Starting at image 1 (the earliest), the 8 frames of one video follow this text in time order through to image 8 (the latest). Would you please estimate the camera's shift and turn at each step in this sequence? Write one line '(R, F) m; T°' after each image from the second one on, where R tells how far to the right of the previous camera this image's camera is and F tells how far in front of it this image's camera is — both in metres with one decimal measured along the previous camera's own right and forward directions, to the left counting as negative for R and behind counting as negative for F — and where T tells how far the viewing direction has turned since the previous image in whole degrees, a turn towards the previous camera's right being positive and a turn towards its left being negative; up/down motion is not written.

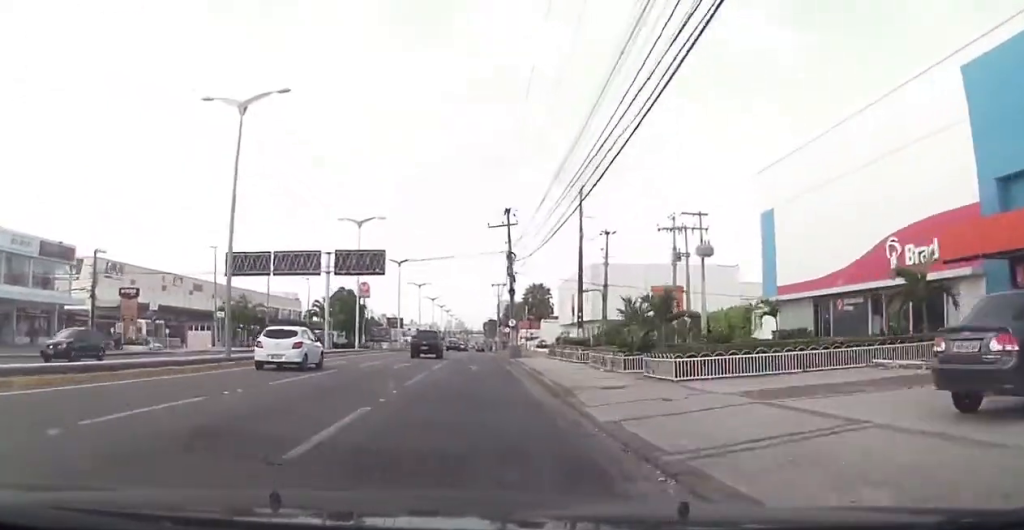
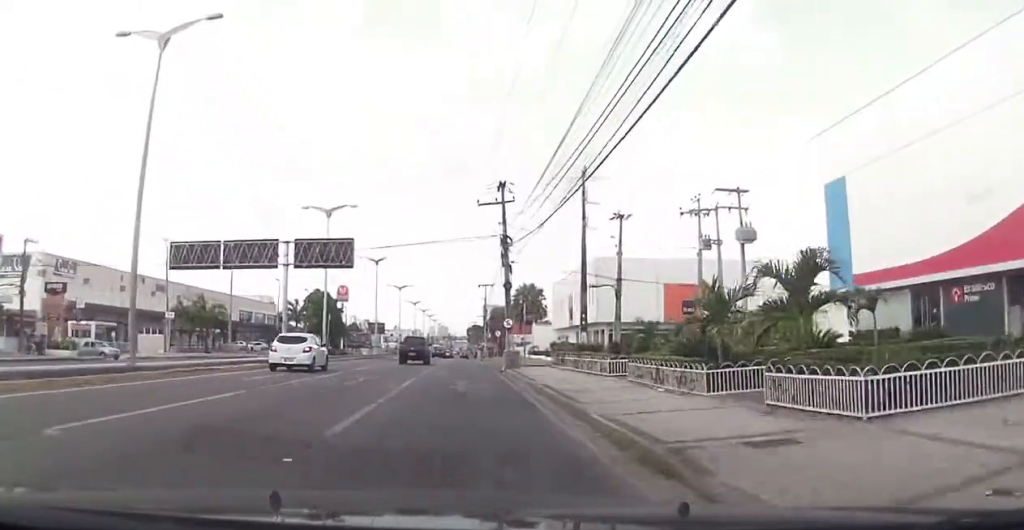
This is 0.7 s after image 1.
(+0.1, +8.8) m; +2°
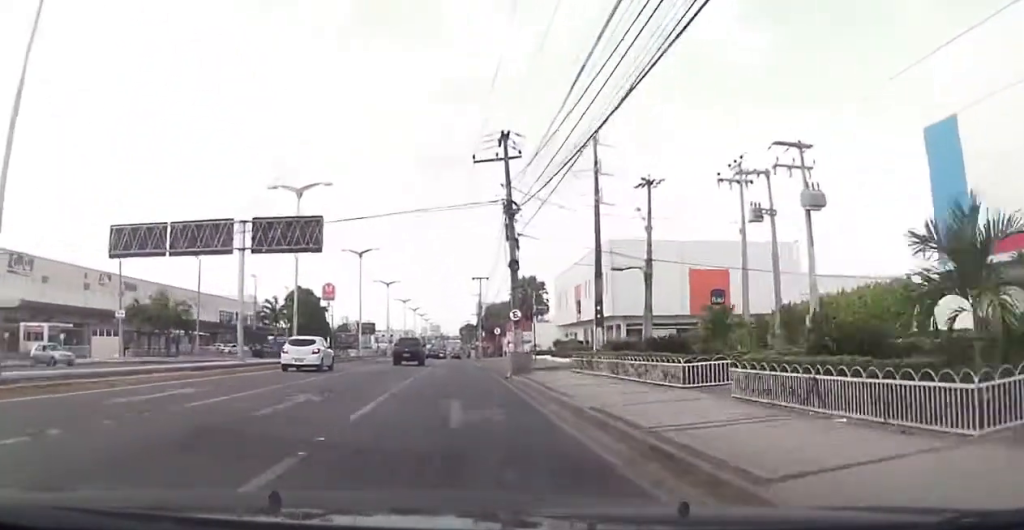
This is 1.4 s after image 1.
(+0.3, +8.1) m; +2°
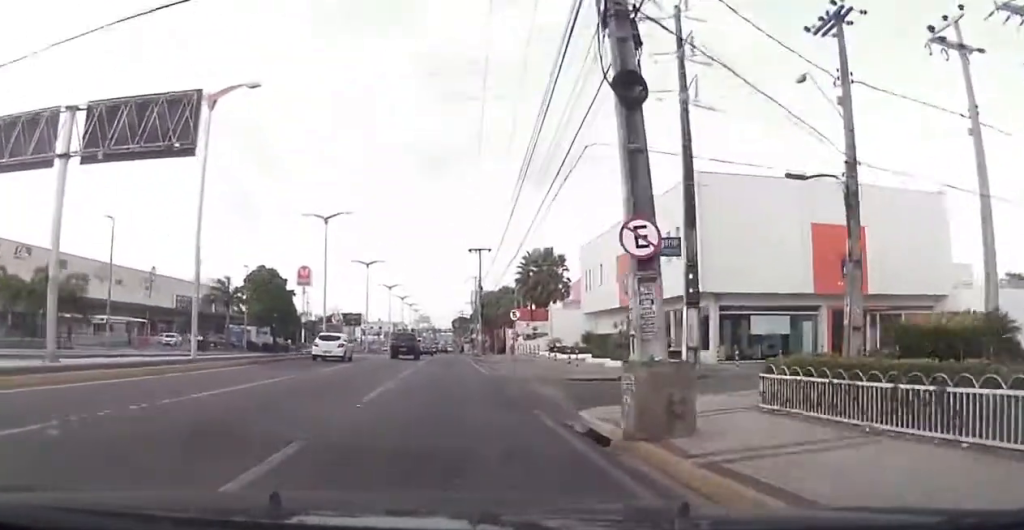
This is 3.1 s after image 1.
(-0.1, +18.6) m; +1°
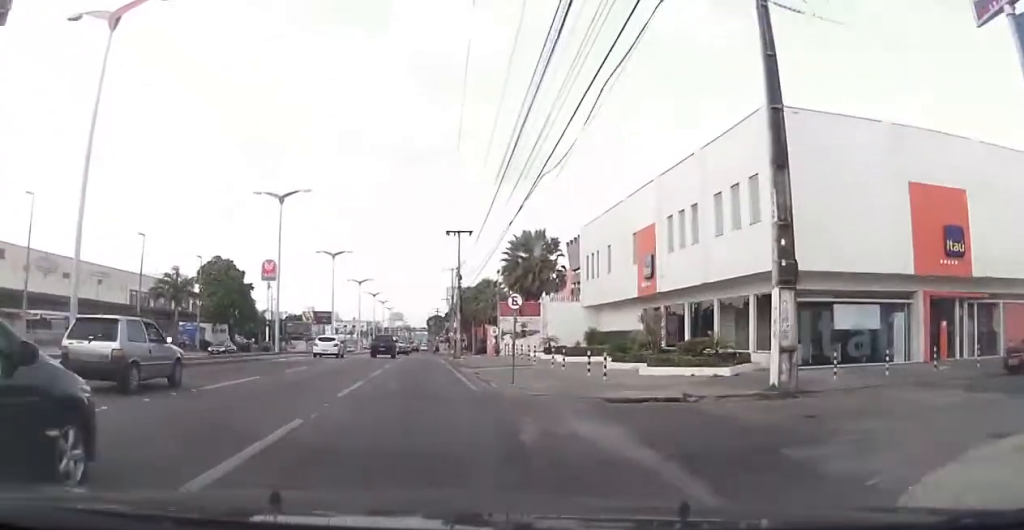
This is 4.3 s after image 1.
(+0.4, +10.4) m; +5°
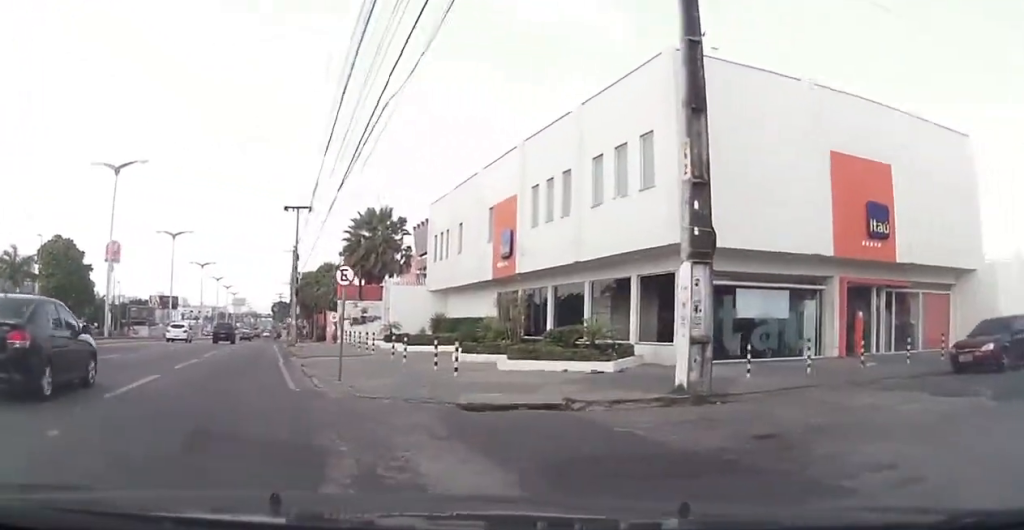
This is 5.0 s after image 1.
(+0.1, +4.4) m; +12°
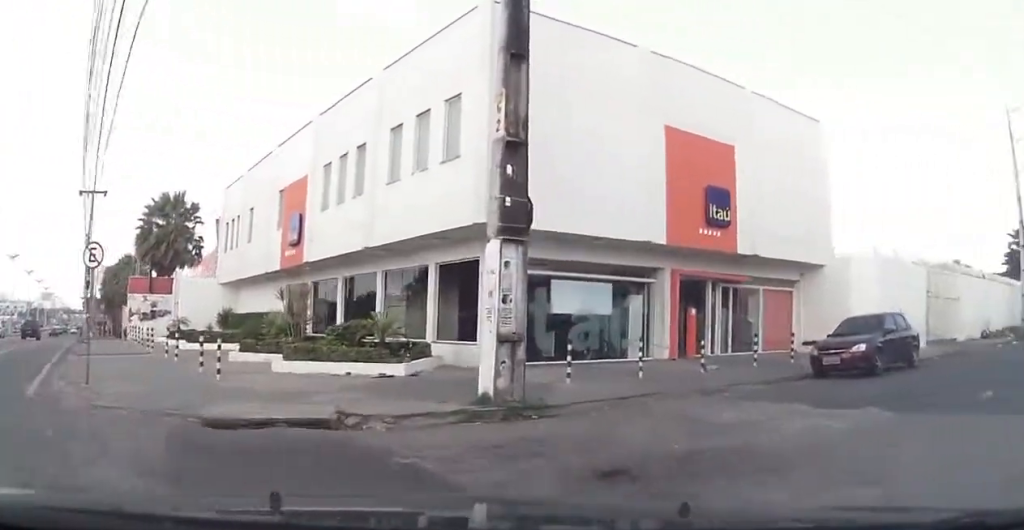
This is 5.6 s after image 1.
(0.0, +2.9) m; +15°
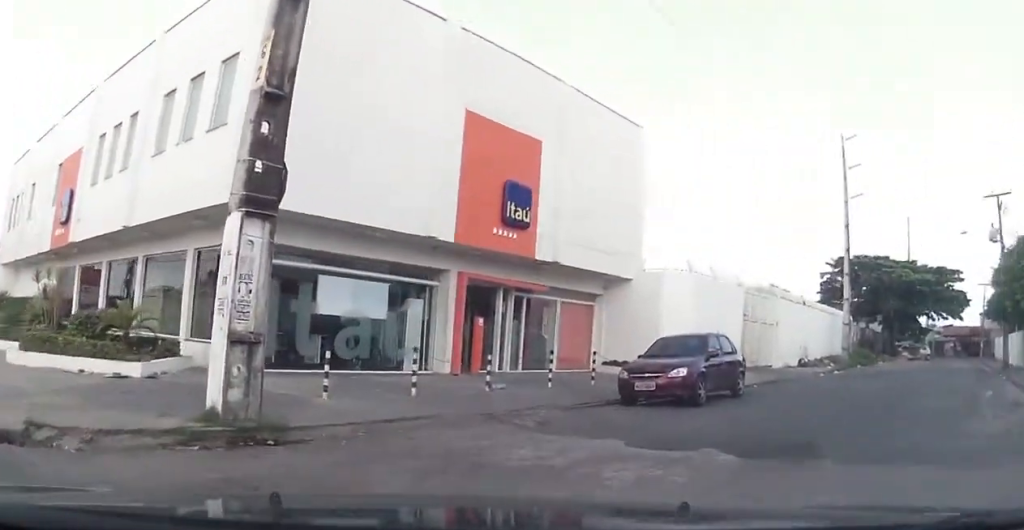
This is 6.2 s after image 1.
(+0.7, +2.3) m; +21°
